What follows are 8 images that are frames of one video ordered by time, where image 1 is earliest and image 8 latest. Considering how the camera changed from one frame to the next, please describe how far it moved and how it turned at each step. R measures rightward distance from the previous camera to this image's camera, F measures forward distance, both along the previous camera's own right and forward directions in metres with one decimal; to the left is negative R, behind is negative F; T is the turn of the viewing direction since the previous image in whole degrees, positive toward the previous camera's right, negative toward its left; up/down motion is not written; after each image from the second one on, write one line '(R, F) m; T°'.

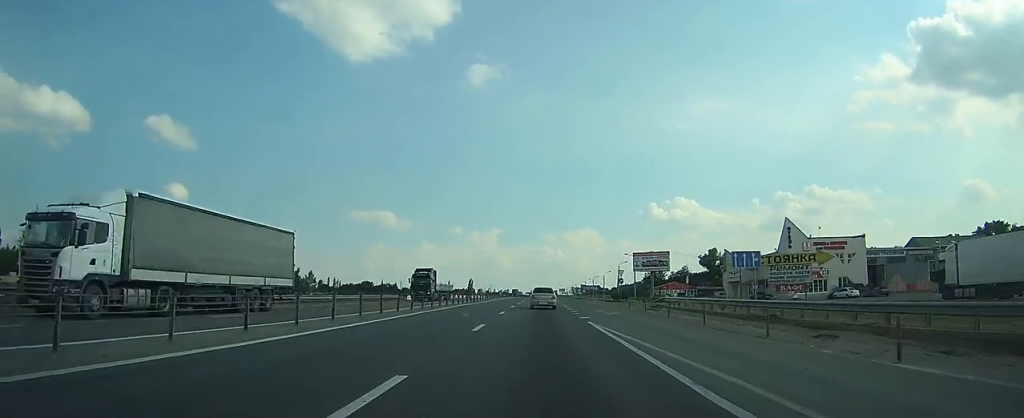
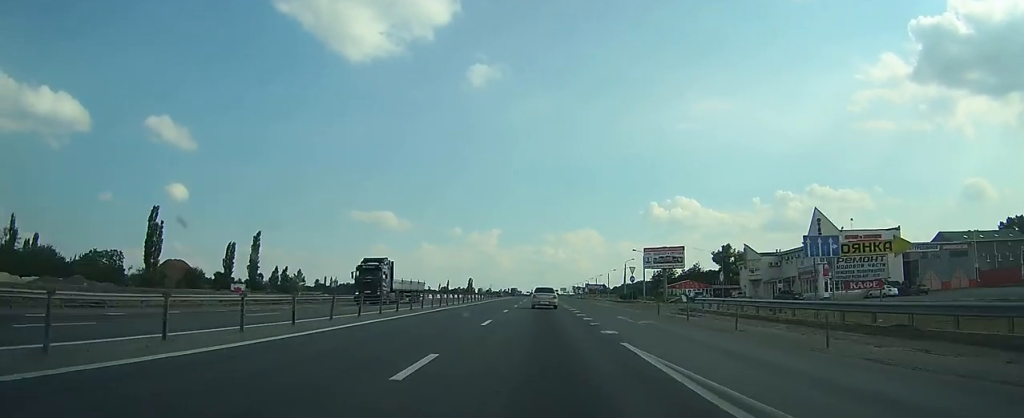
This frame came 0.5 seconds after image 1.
(-0.1, +9.2) m; 0°
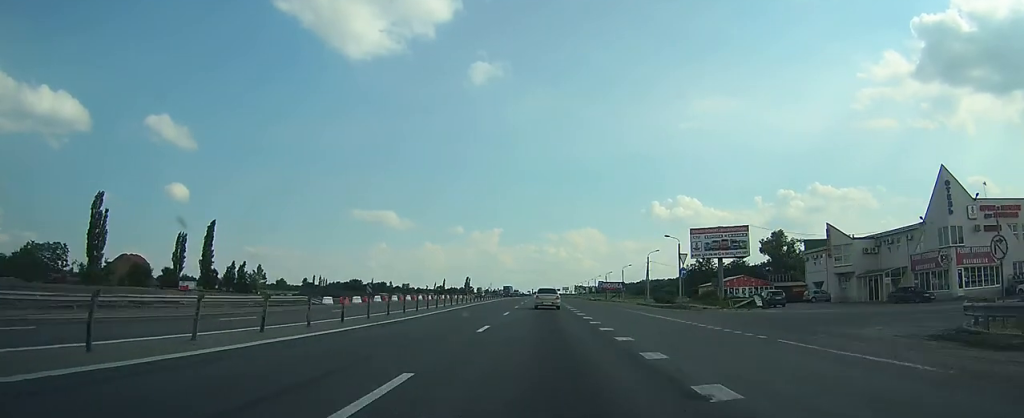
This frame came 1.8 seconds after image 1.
(-0.2, +25.9) m; 0°
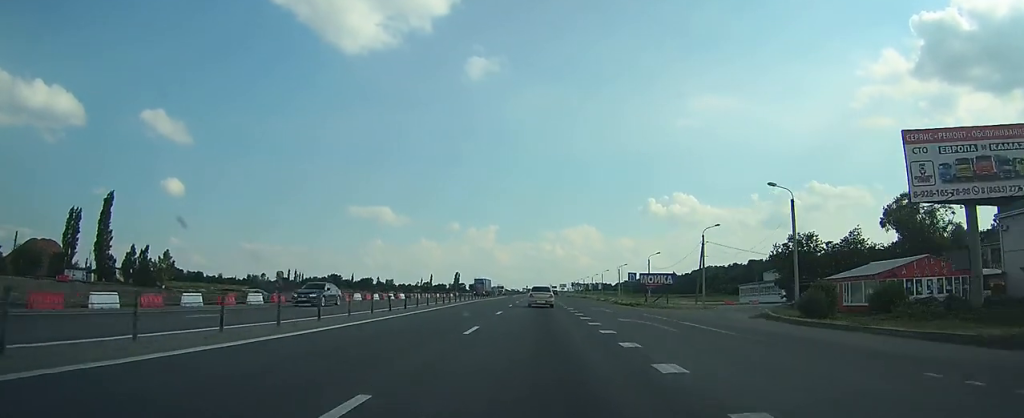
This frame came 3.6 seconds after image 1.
(+0.1, +37.4) m; 0°
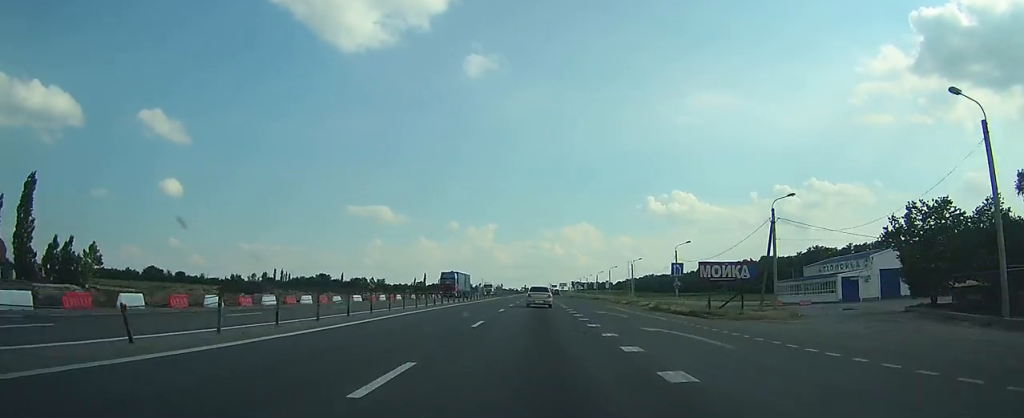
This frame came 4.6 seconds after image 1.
(0.0, +20.8) m; 0°
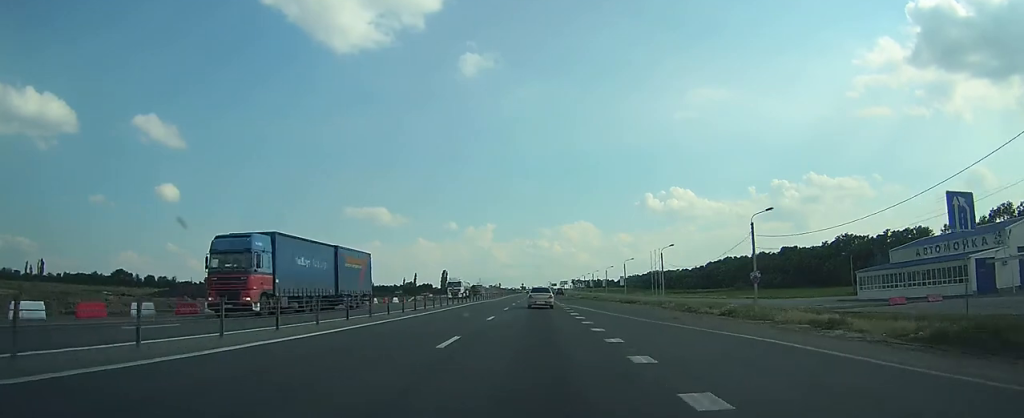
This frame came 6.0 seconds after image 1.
(+0.1, +29.5) m; 0°
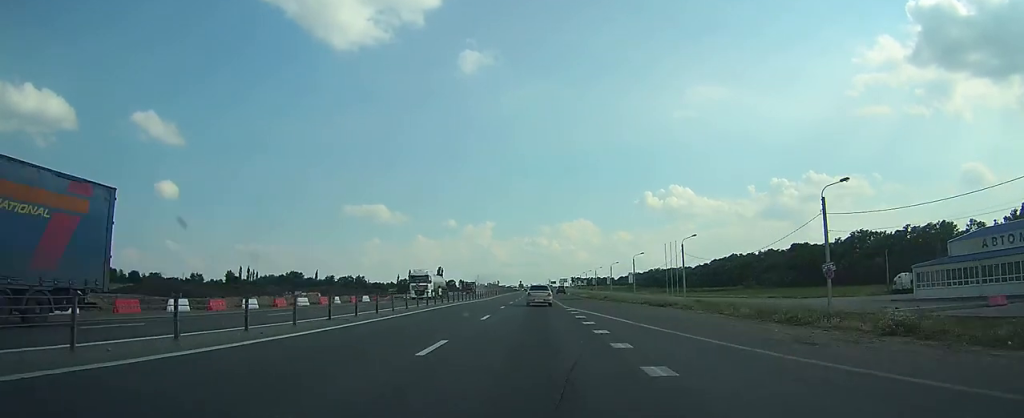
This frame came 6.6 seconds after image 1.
(0.0, +13.5) m; 0°
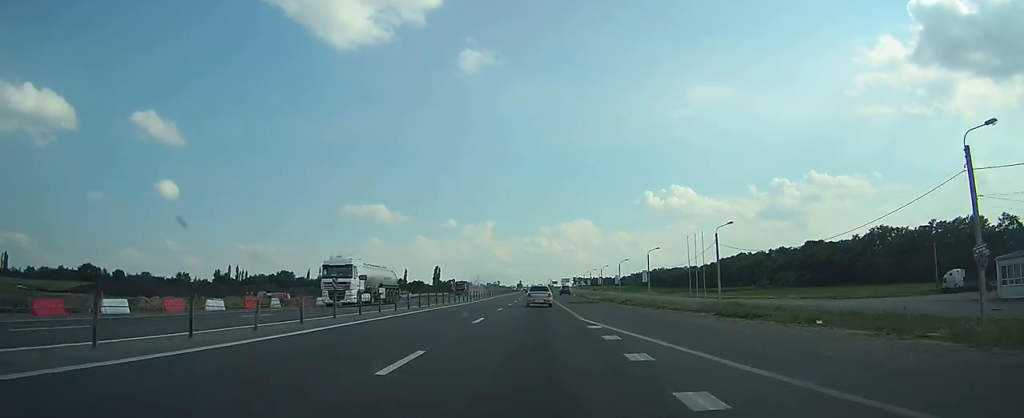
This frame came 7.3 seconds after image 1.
(0.0, +14.2) m; 0°
